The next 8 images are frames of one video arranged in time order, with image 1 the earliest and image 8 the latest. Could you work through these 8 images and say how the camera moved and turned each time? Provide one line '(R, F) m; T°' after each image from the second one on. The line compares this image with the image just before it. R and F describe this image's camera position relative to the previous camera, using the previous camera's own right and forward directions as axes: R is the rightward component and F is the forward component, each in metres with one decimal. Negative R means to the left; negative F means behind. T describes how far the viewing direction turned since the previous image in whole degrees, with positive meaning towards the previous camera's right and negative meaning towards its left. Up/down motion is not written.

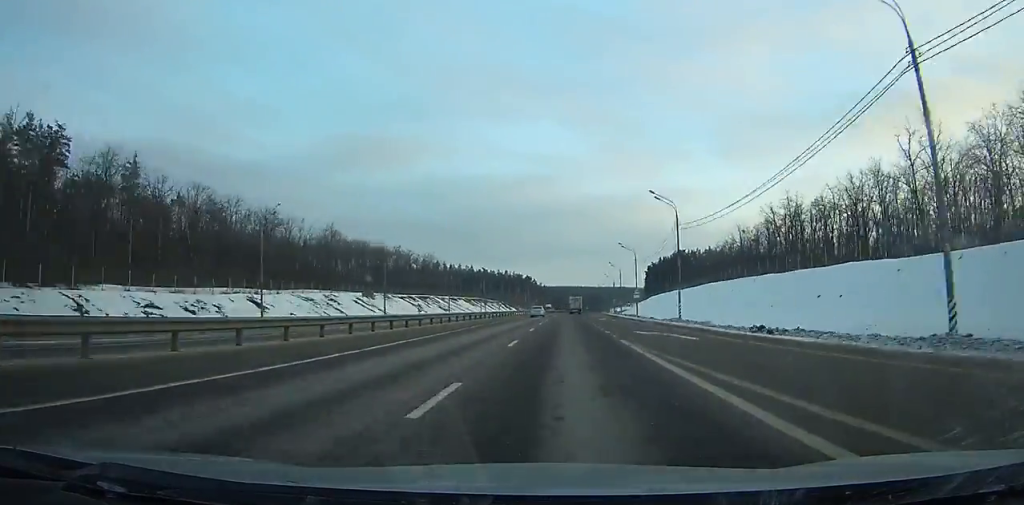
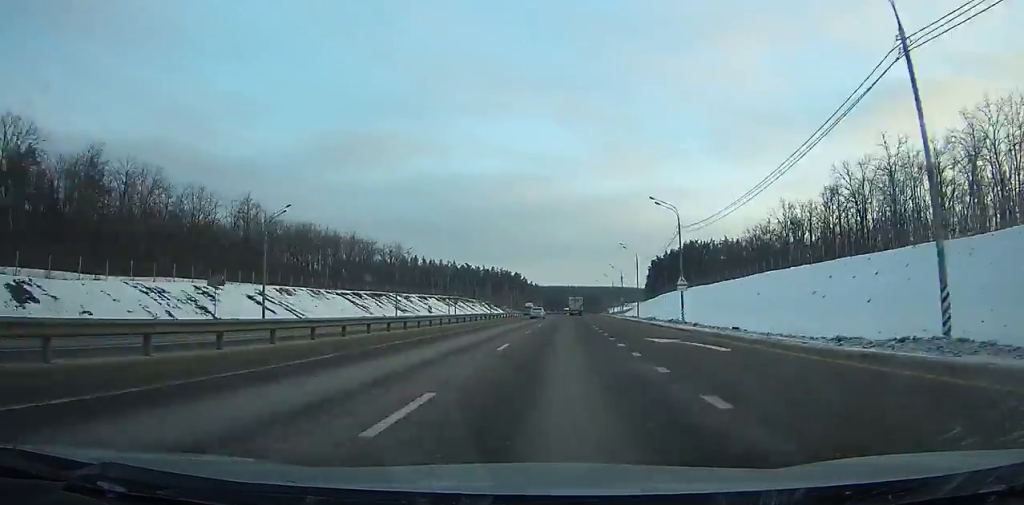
(0.0, +36.5) m; +1°
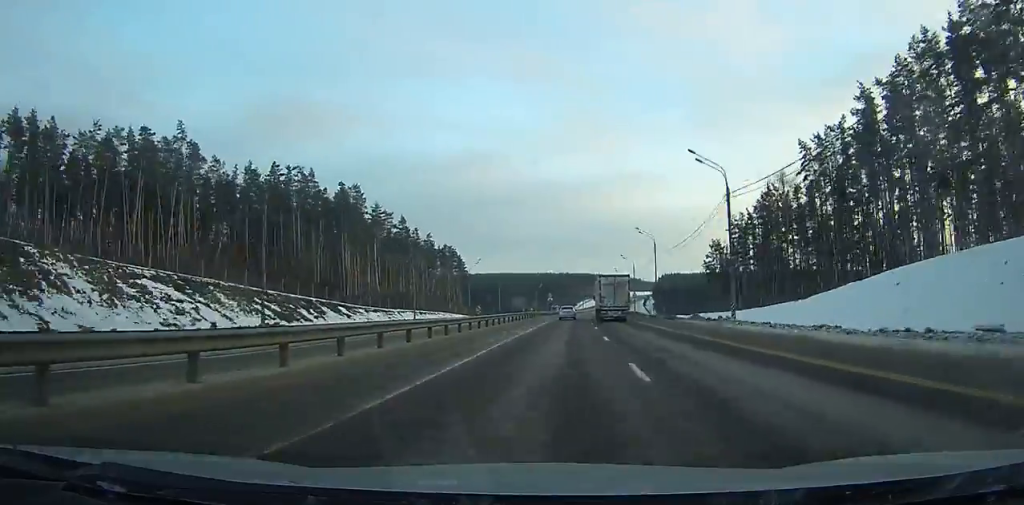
(+8.3, +234.9) m; +4°
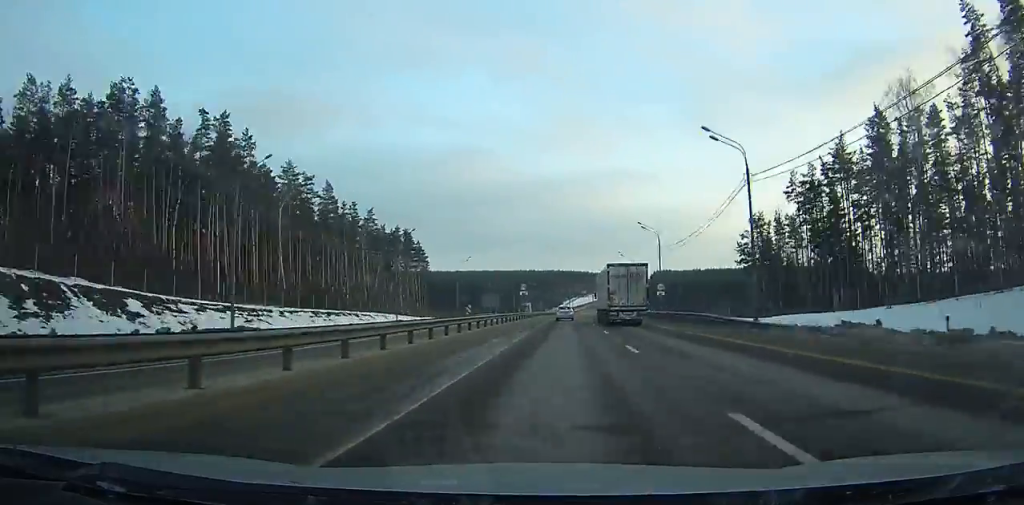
(+0.2, +41.5) m; +1°
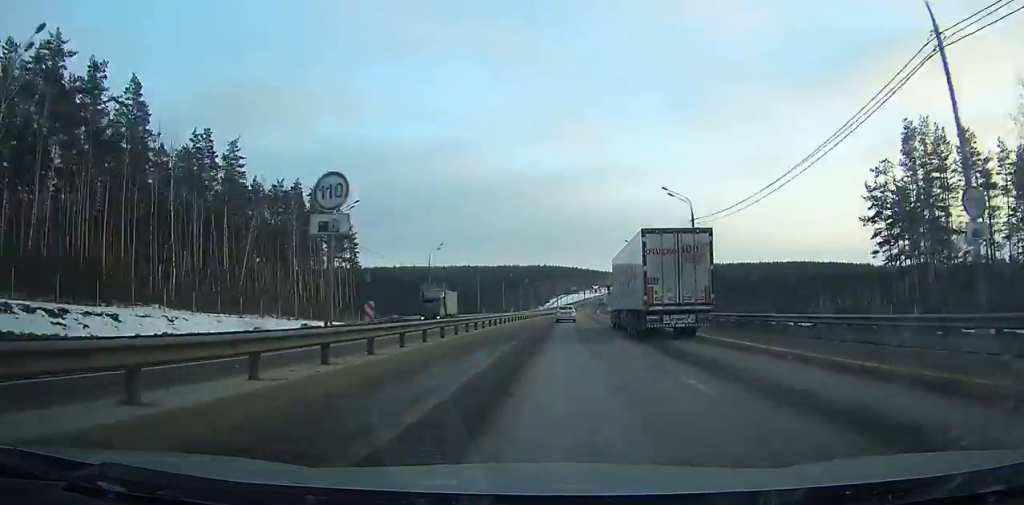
(+0.7, +54.1) m; +1°
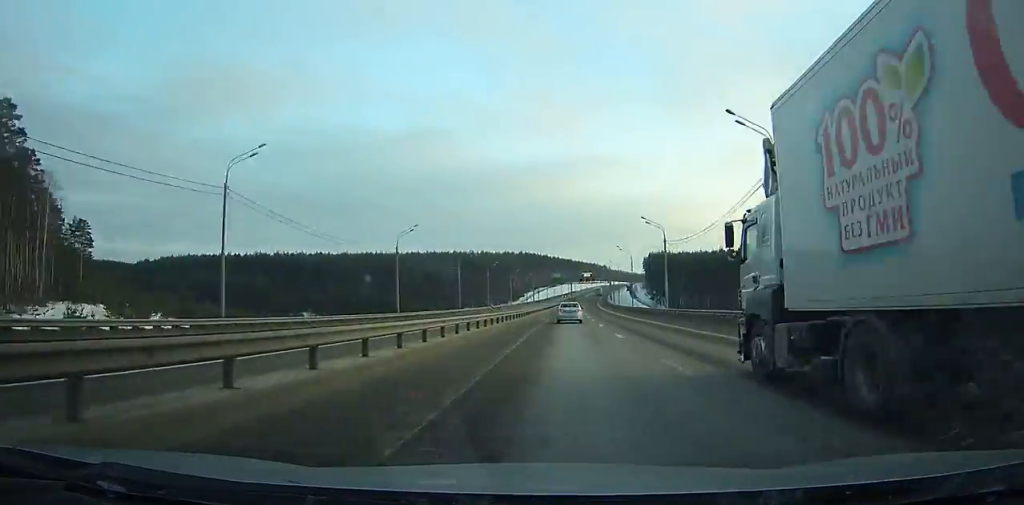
(+1.5, +91.5) m; +2°
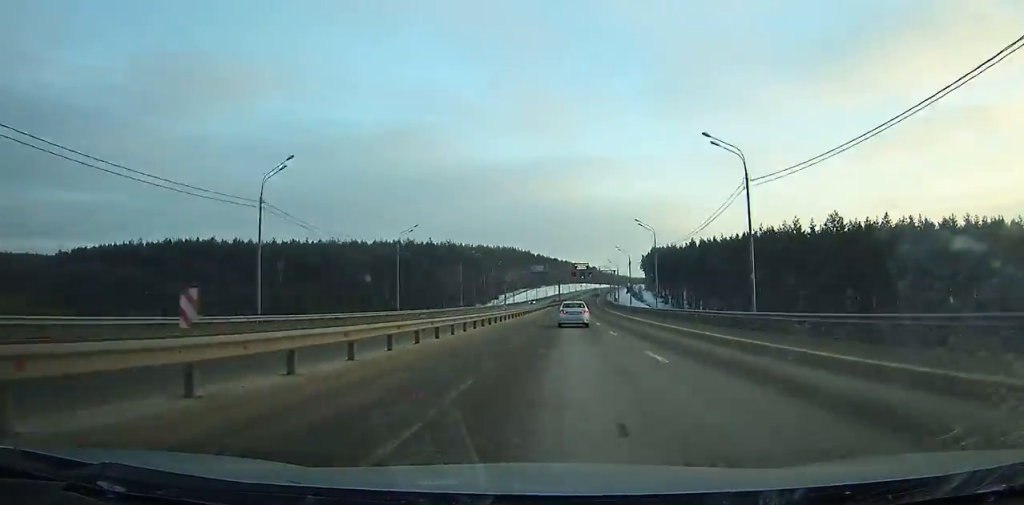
(+0.6, +68.3) m; +1°
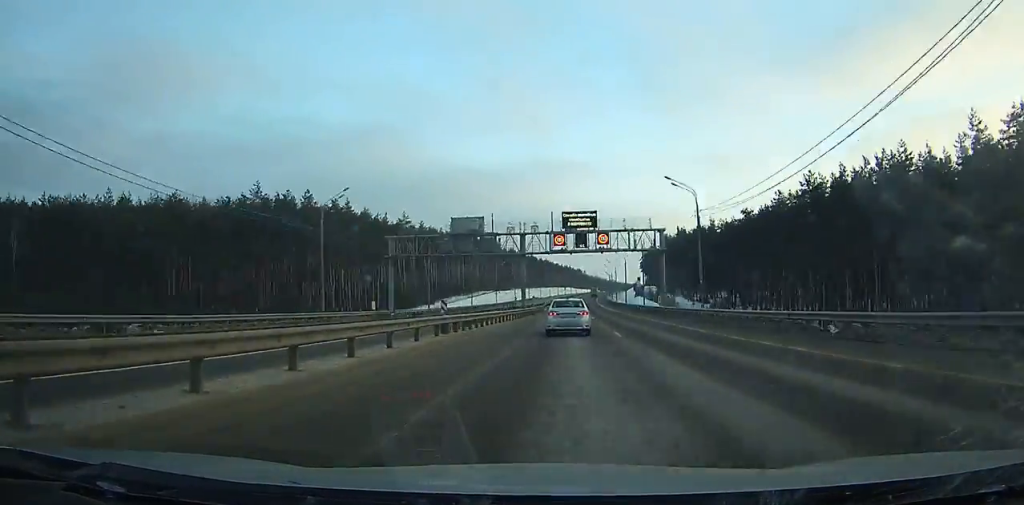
(+1.6, +95.9) m; +2°
